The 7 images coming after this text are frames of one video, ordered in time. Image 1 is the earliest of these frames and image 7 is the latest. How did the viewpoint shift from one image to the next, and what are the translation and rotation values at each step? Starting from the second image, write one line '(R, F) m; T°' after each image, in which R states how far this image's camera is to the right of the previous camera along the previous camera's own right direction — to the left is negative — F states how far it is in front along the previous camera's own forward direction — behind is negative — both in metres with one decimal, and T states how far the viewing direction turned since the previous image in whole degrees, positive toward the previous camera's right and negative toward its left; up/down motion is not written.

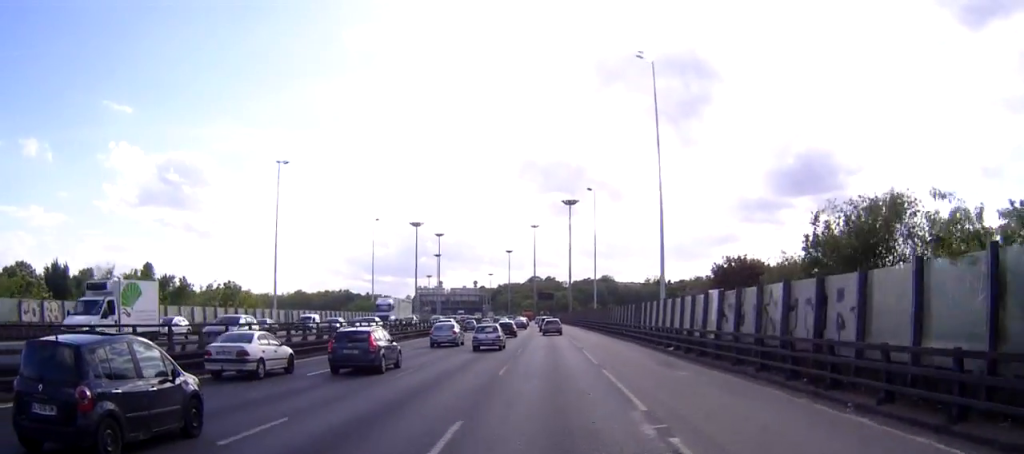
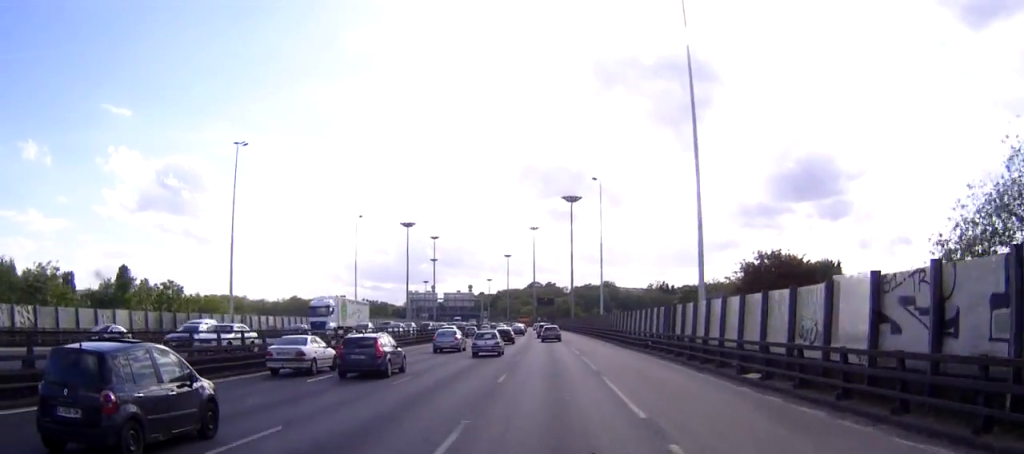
(0.0, +13.1) m; 0°
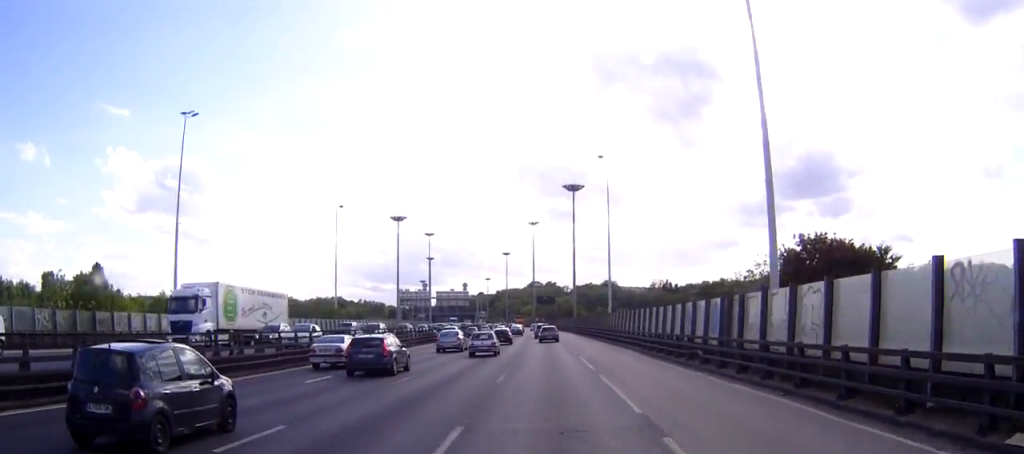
(0.0, +12.6) m; 0°
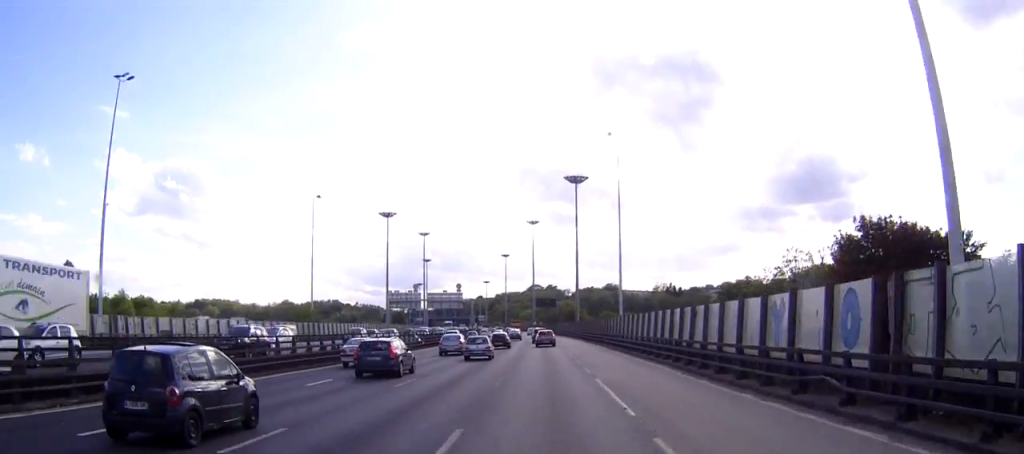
(0.0, +12.6) m; 0°
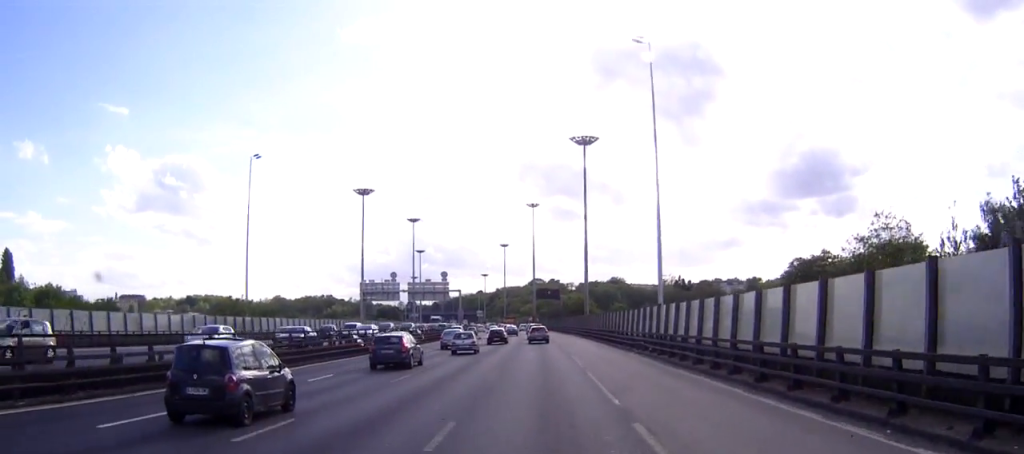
(0.0, +24.9) m; 0°
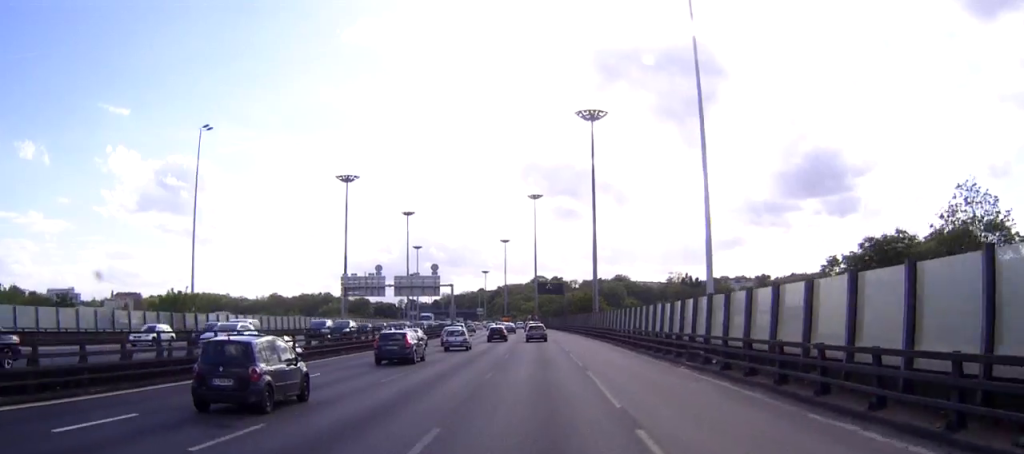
(0.0, +14.3) m; 0°
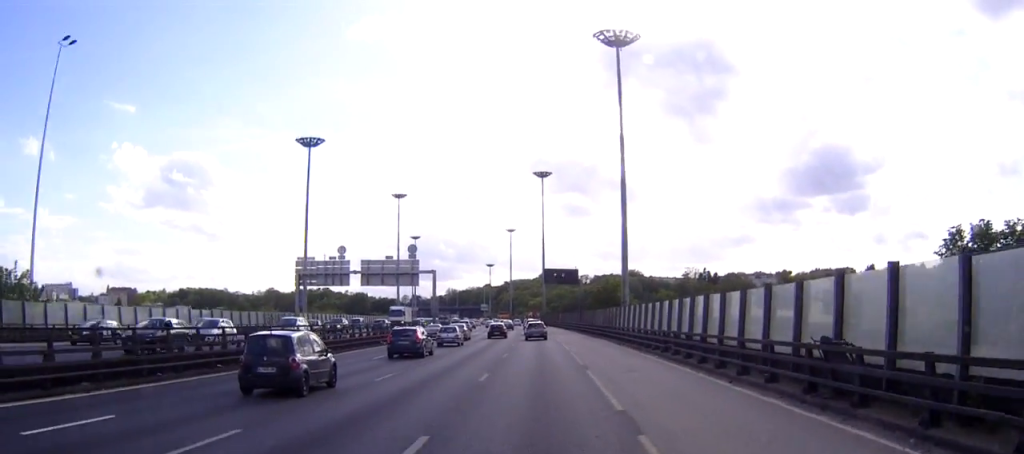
(-0.1, +26.8) m; 0°
